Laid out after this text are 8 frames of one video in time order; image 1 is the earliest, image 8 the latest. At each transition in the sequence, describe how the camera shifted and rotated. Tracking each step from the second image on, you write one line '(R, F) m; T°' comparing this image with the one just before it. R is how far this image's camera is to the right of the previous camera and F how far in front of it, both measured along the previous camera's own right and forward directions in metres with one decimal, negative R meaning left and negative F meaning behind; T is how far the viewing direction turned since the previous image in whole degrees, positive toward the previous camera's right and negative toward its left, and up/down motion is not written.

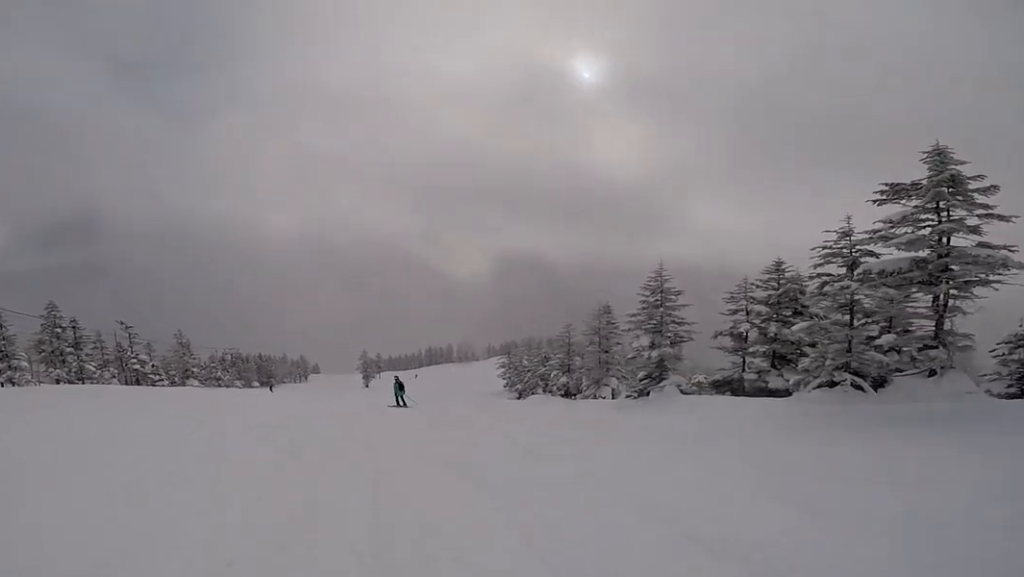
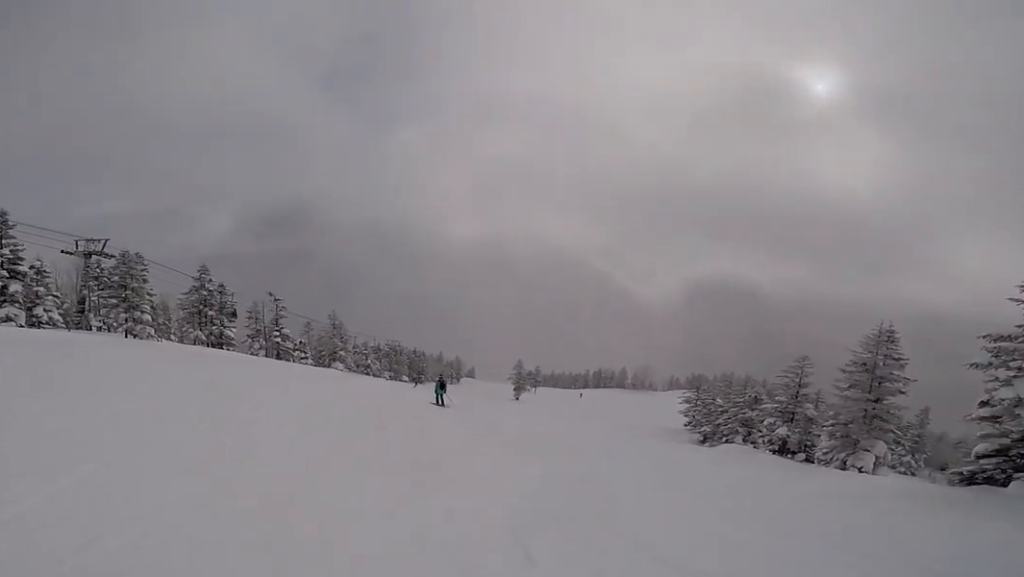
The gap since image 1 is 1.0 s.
(+0.2, +7.3) m; -8°
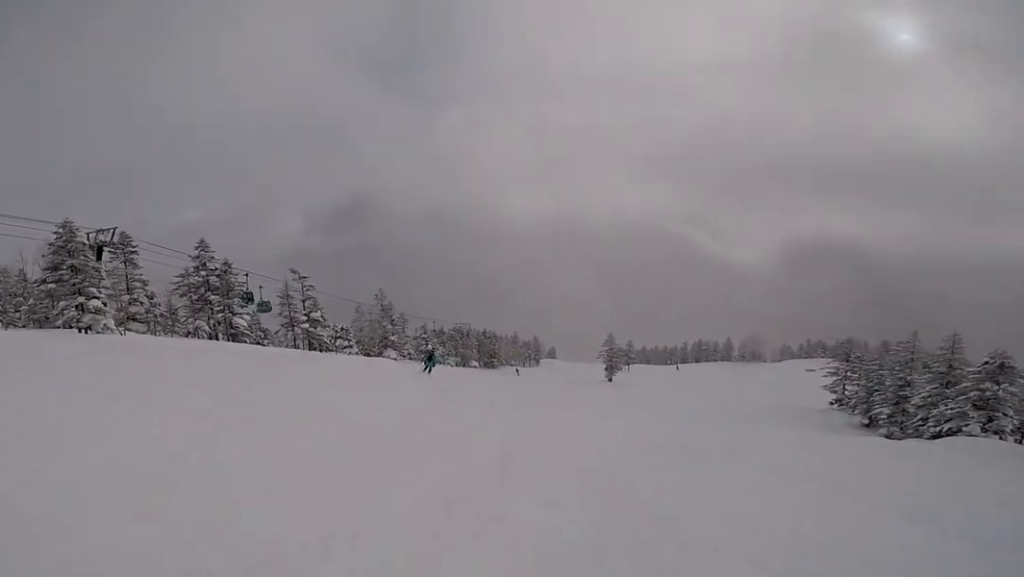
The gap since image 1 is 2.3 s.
(-2.7, +9.5) m; -29°
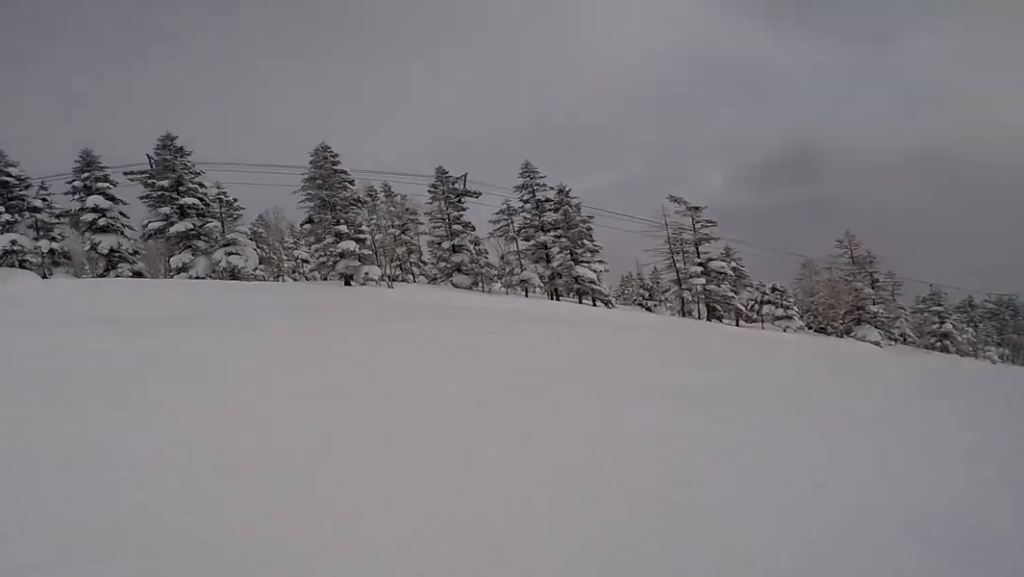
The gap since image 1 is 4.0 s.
(-1.4, +12.2) m; -1°
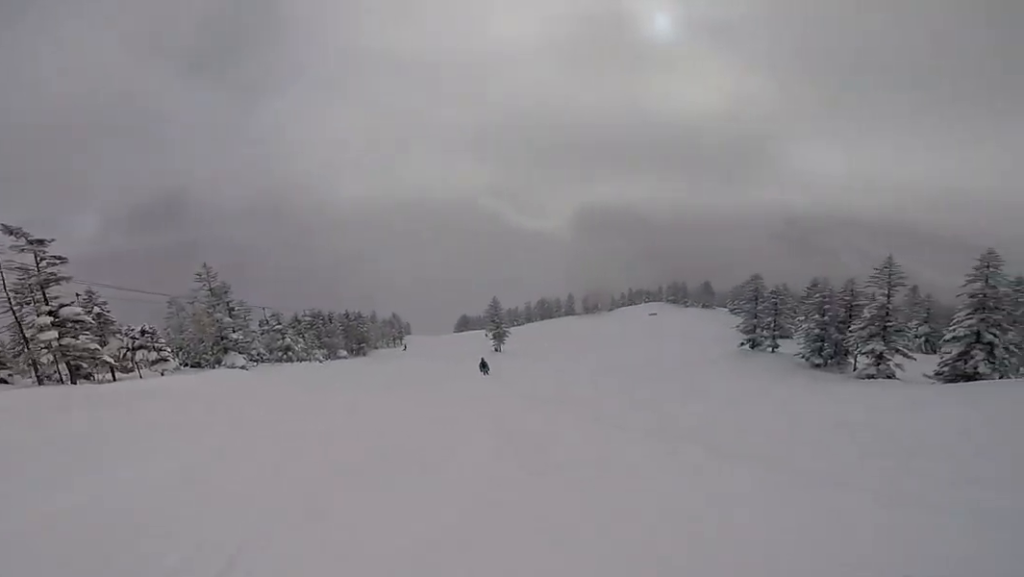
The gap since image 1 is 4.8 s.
(0.0, +4.9) m; +13°
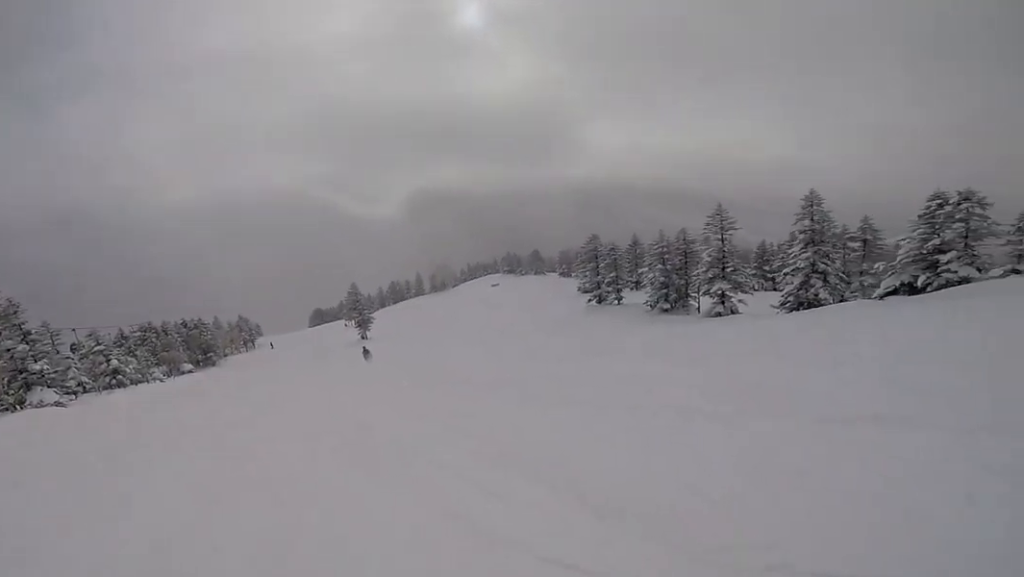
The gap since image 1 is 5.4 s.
(+0.6, +4.2) m; +22°
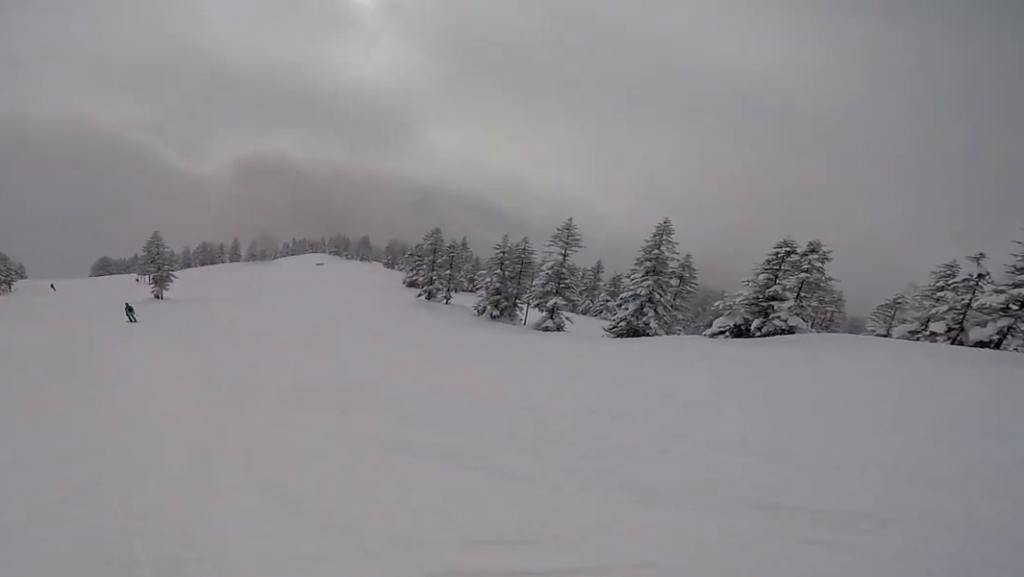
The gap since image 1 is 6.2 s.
(+1.6, +5.0) m; +20°
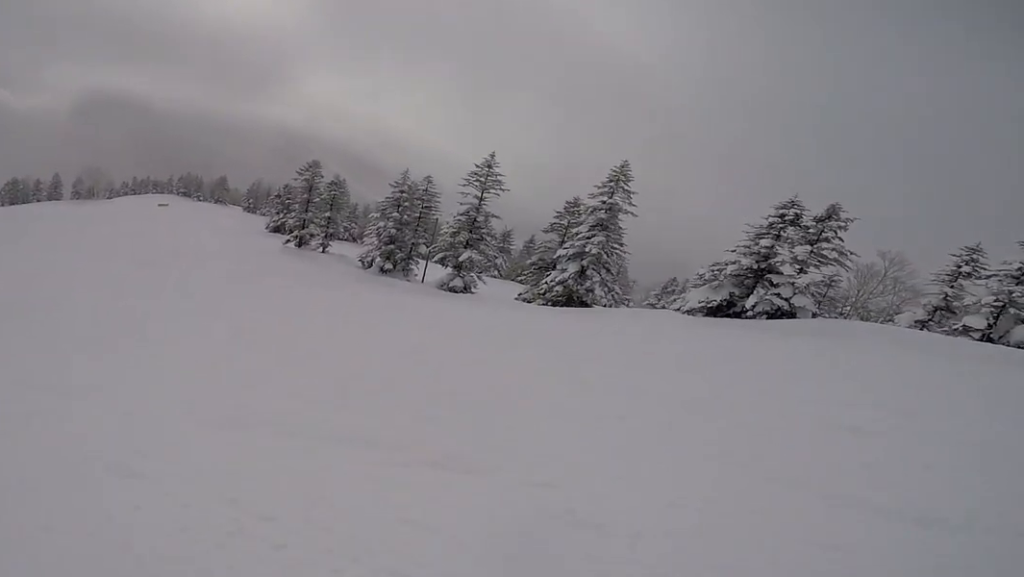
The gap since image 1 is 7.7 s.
(+1.6, +10.0) m; +15°
